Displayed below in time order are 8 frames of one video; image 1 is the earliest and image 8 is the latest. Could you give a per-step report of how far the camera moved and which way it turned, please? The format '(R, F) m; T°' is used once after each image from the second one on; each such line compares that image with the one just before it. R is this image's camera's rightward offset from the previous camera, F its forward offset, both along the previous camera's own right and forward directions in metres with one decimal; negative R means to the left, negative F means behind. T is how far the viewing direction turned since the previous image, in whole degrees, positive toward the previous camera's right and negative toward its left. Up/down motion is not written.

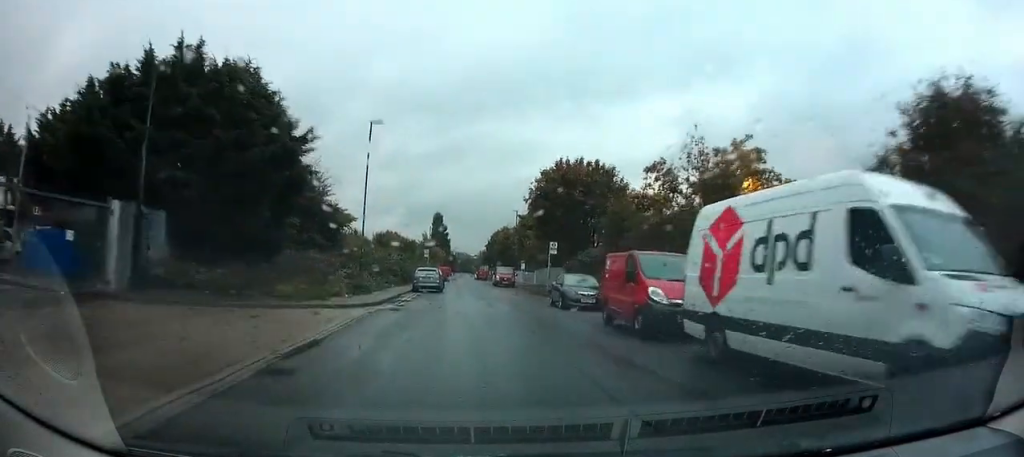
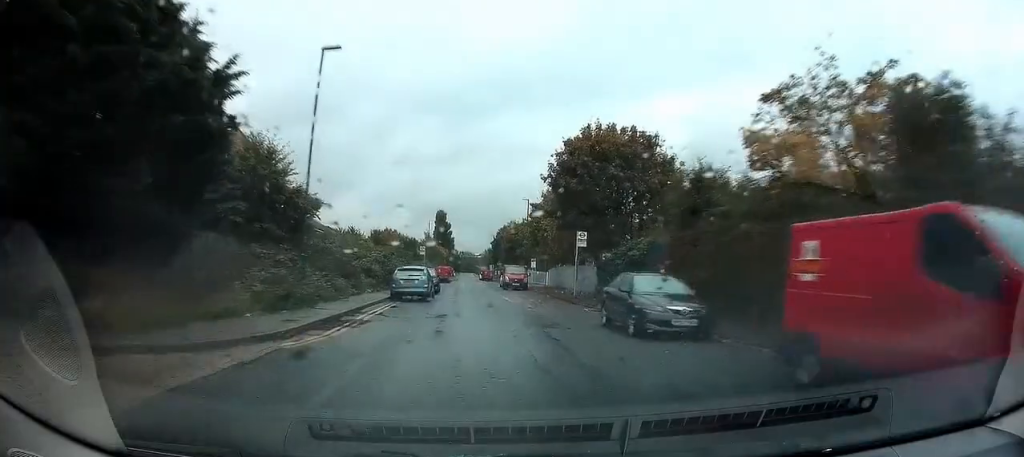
(+0.5, +9.4) m; +1°
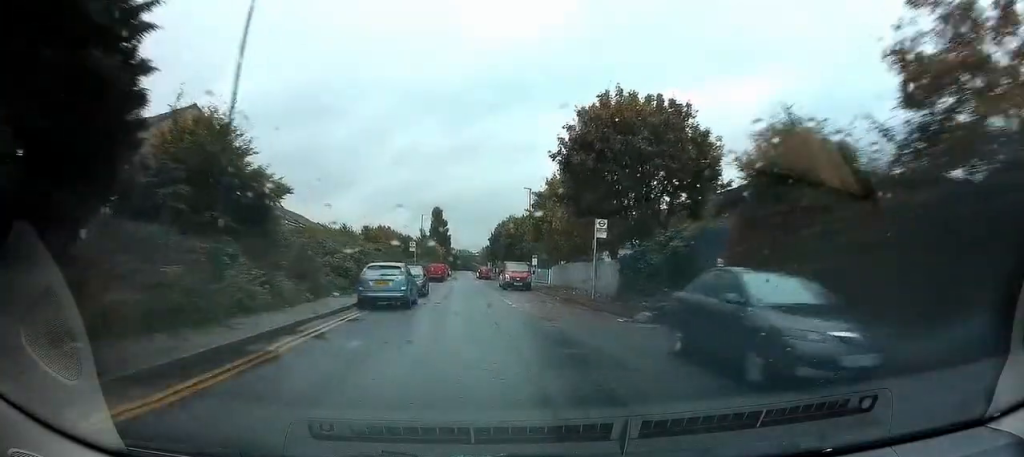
(-0.2, +5.9) m; -1°
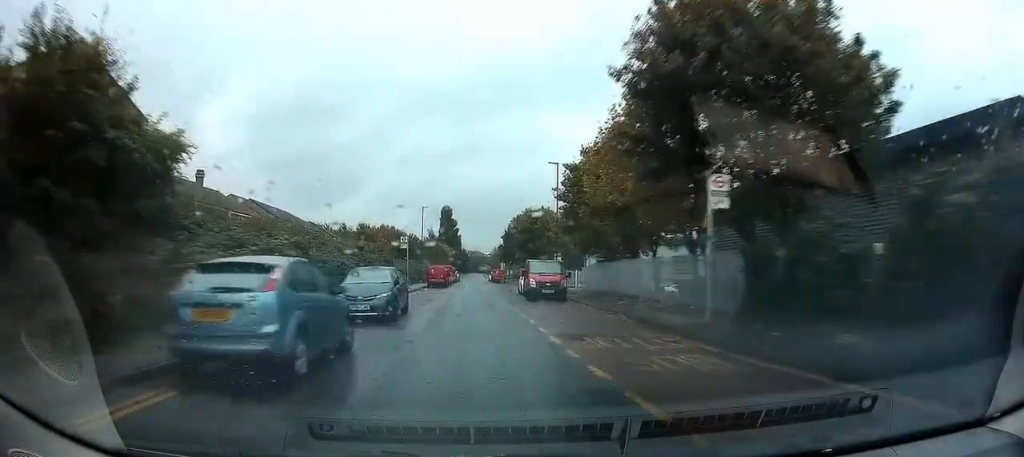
(-0.3, +12.4) m; -2°
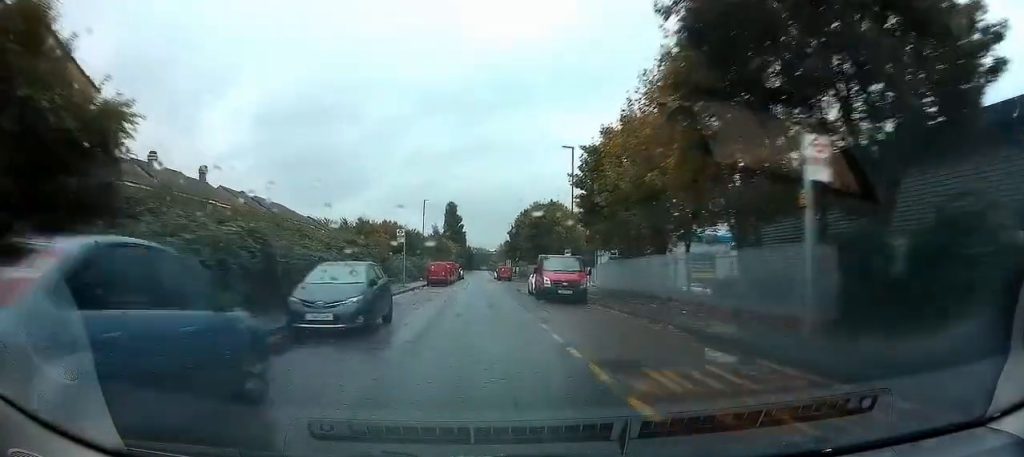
(0.0, +4.3) m; -1°
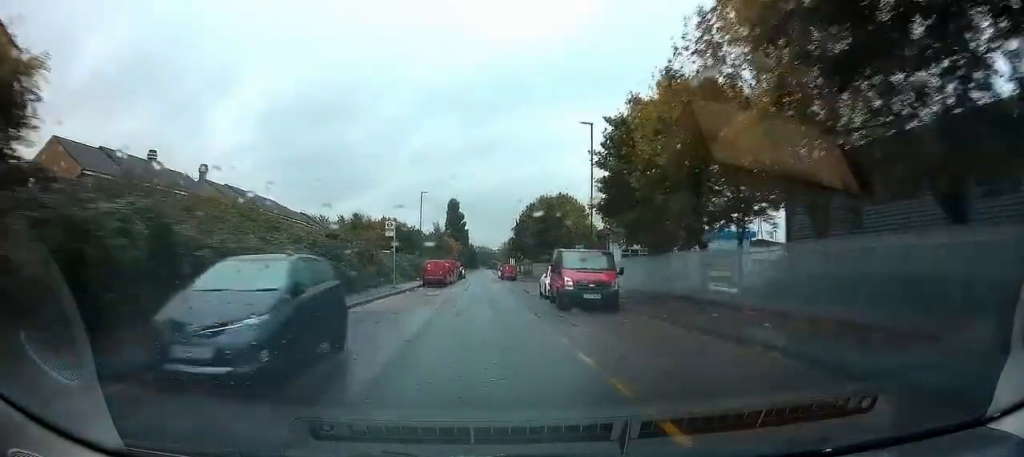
(-0.1, +5.2) m; -1°
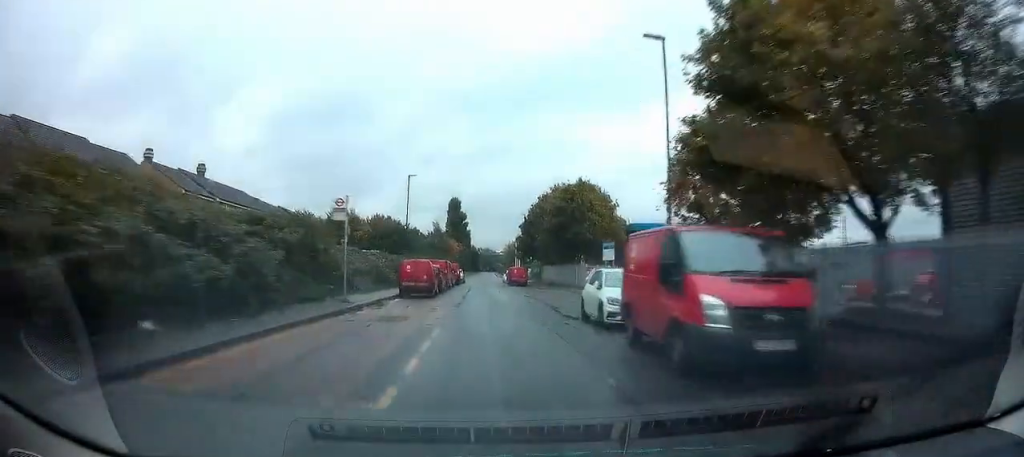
(-0.3, +11.5) m; -3°
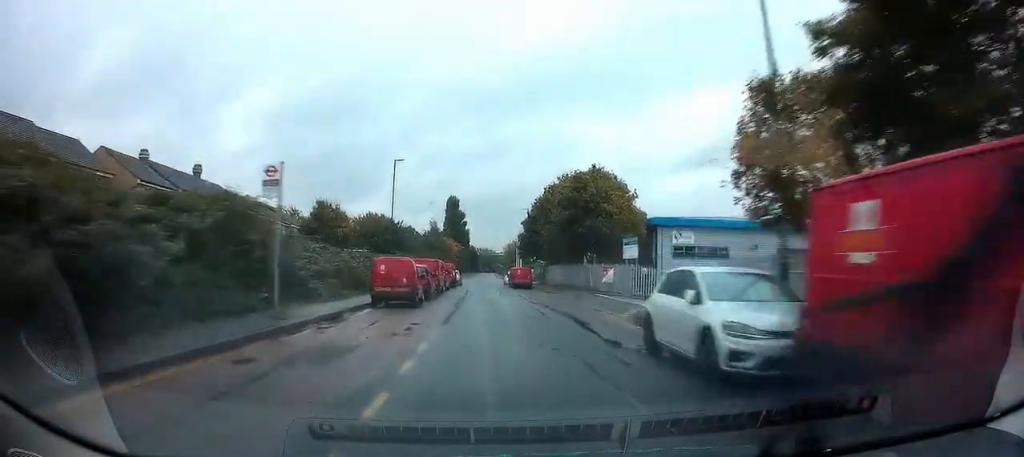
(-0.1, +6.6) m; 0°
